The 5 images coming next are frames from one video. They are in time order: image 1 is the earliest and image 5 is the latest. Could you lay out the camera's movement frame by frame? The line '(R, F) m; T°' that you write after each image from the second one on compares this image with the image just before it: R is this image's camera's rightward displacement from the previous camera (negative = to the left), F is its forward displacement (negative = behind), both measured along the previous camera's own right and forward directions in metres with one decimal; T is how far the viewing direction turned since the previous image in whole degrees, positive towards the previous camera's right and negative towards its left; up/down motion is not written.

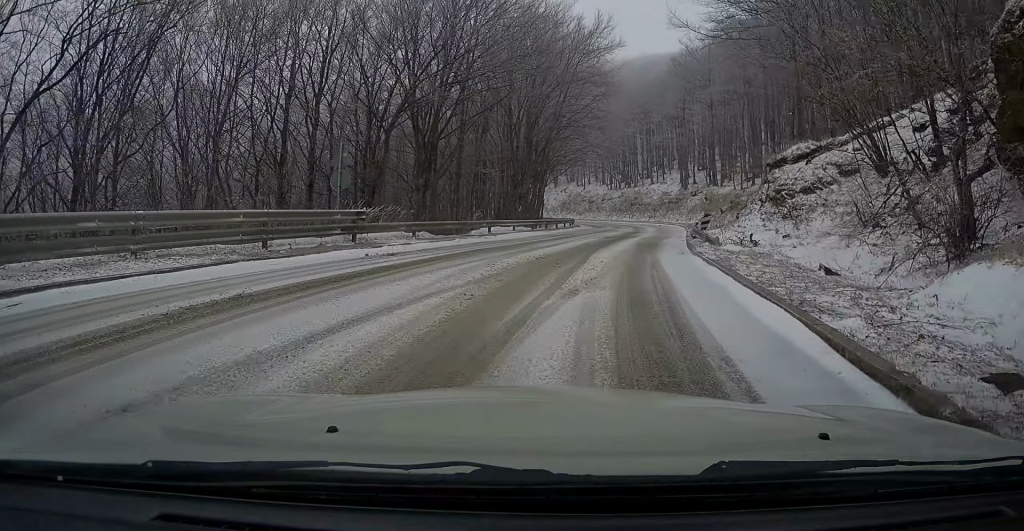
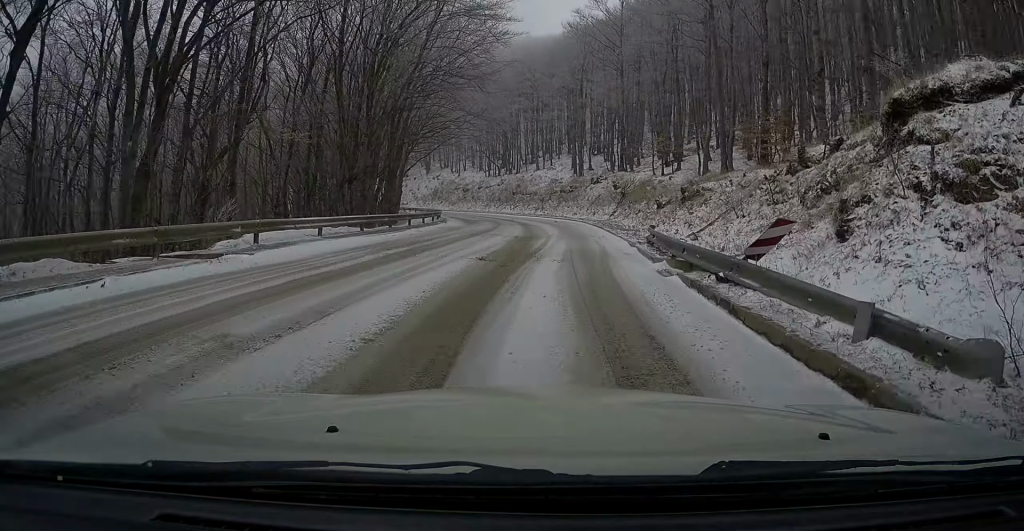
(+1.5, +15.3) m; +9°
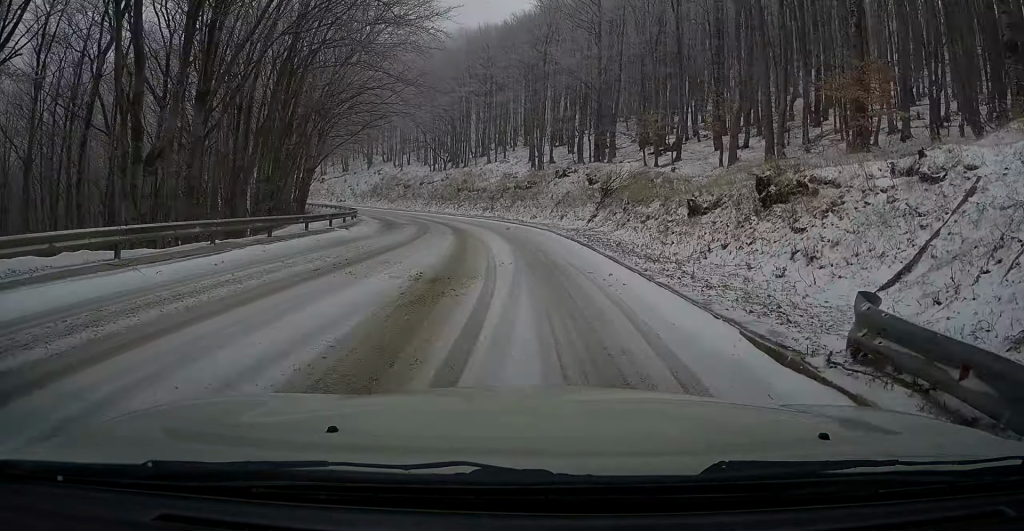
(+0.2, +13.0) m; +1°
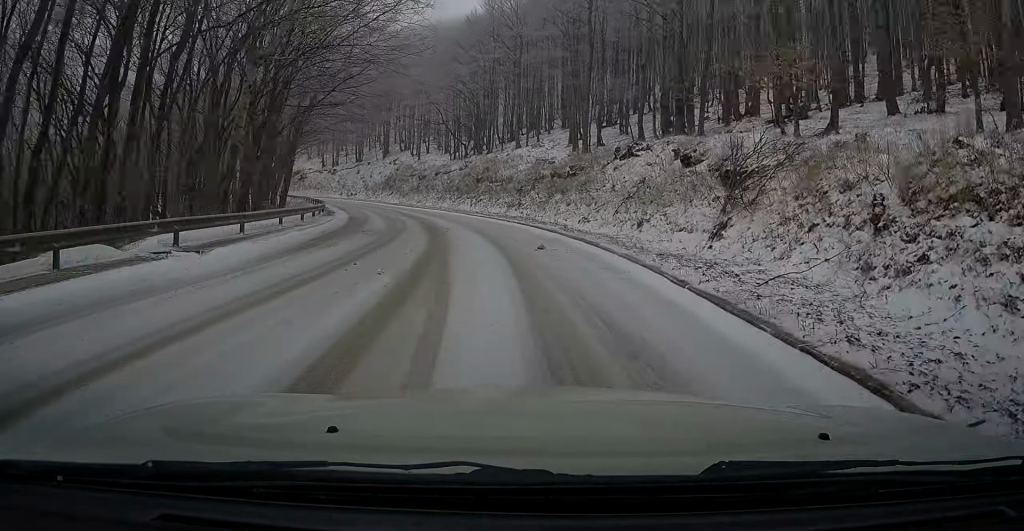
(+0.4, +13.8) m; +3°
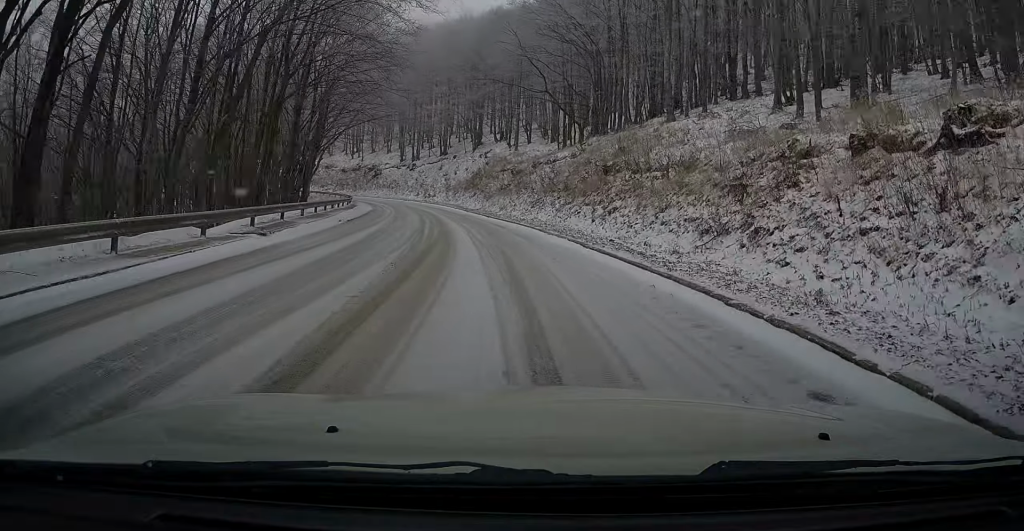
(-2.1, +21.7) m; -13°
